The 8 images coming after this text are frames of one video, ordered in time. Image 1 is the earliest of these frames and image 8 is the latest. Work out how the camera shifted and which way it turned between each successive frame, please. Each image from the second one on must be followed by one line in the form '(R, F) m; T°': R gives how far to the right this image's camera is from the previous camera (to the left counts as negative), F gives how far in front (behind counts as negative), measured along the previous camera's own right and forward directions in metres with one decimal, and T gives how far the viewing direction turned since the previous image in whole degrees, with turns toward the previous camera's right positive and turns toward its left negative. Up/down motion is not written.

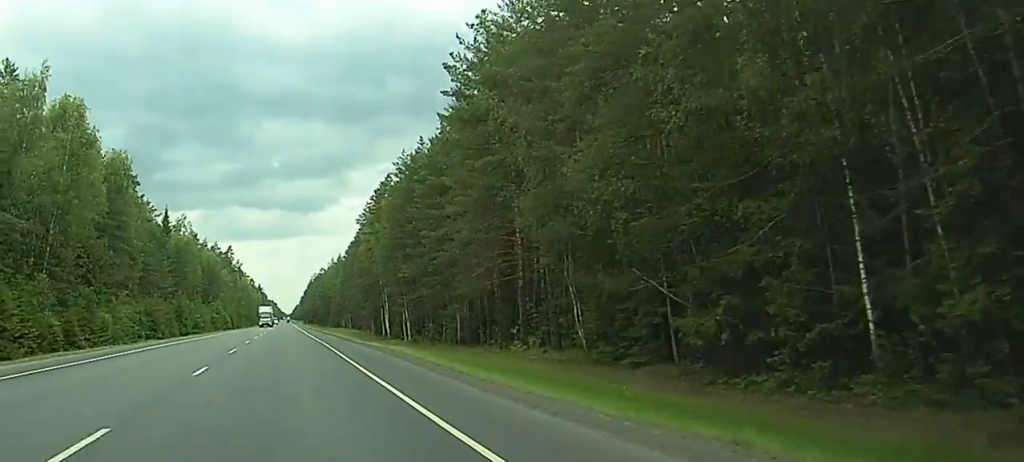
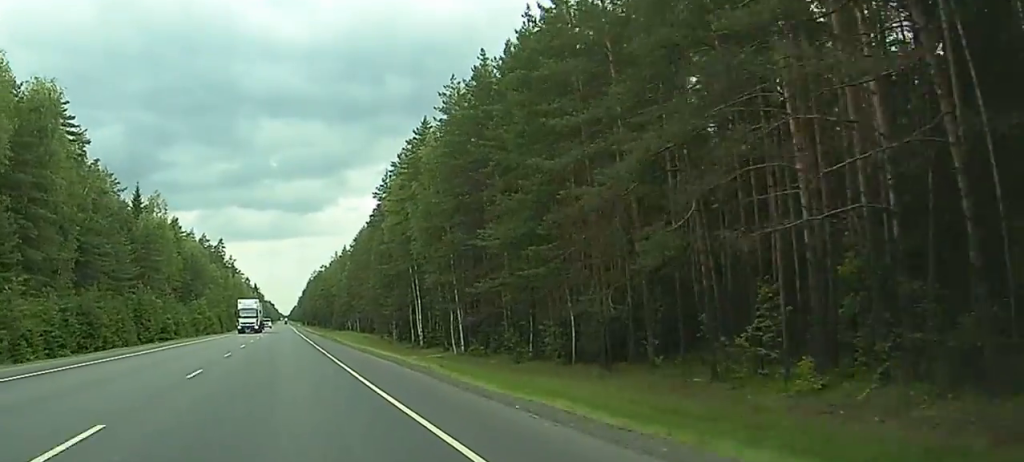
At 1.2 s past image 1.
(-0.2, +35.9) m; -1°
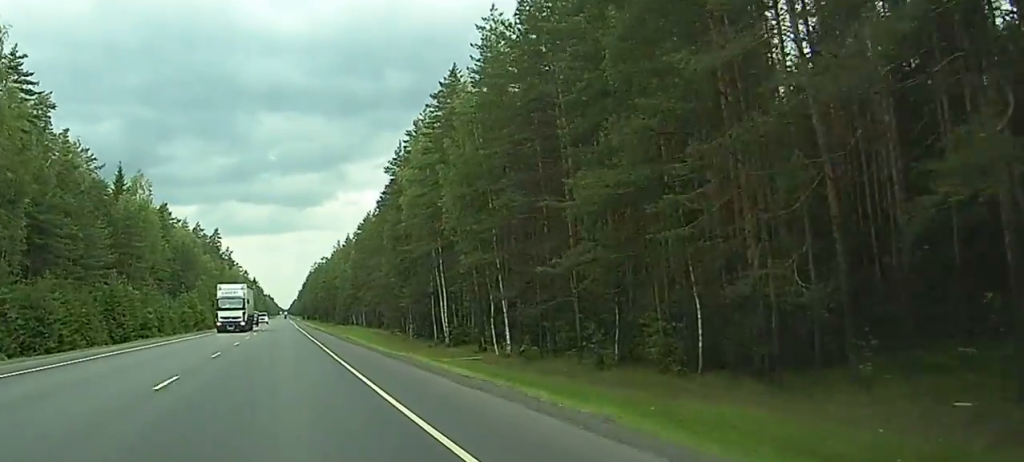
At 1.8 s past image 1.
(0.0, +16.4) m; 0°
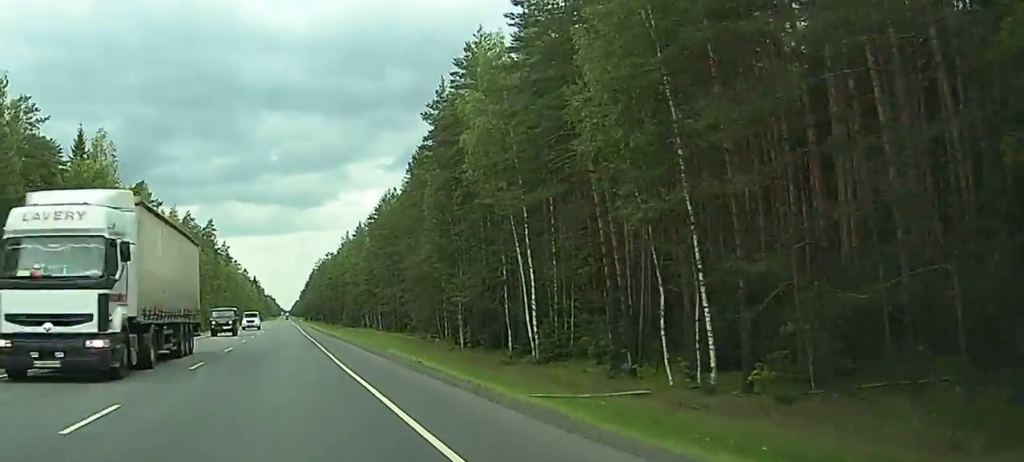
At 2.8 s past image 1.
(0.0, +29.9) m; 0°
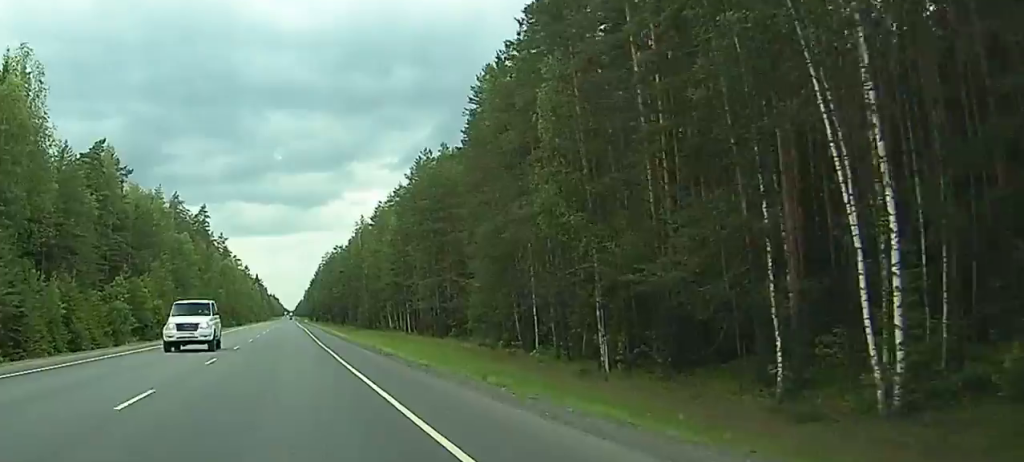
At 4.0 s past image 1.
(-0.1, +33.7) m; 0°
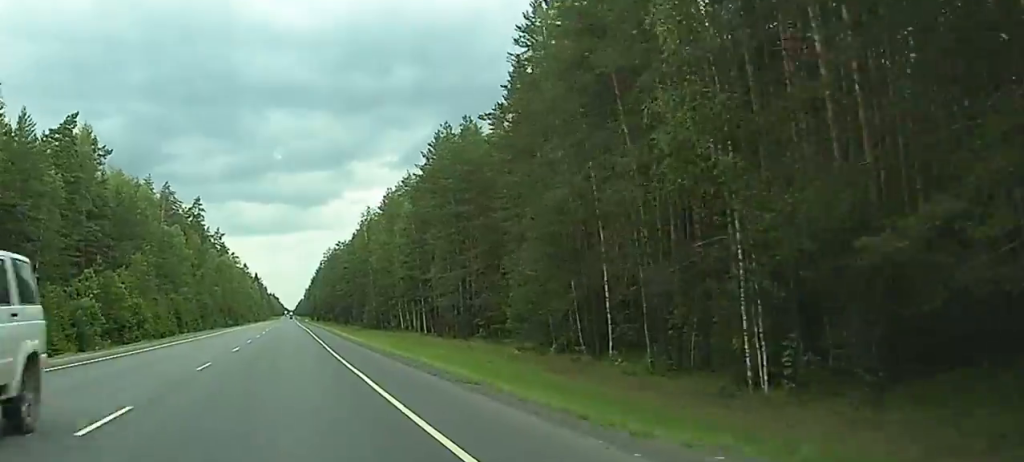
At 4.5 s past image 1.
(0.0, +14.4) m; 0°
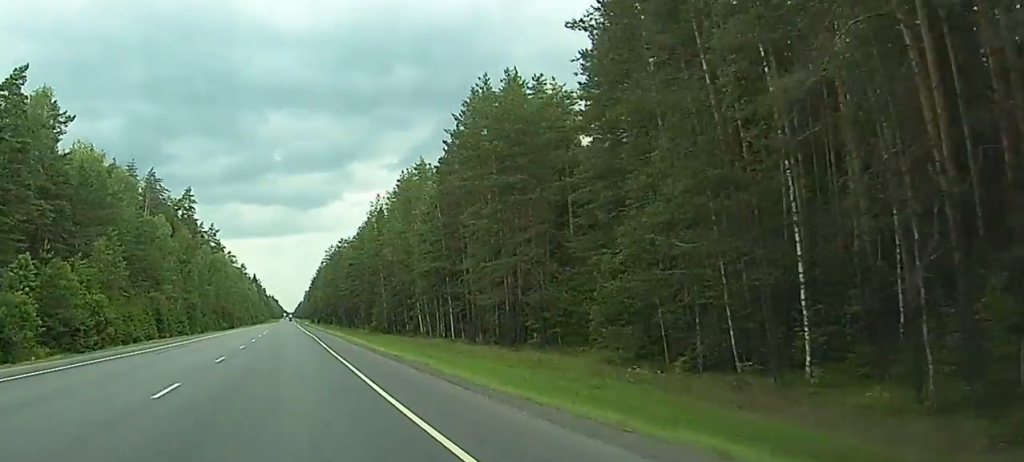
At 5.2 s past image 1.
(+0.1, +19.2) m; 0°
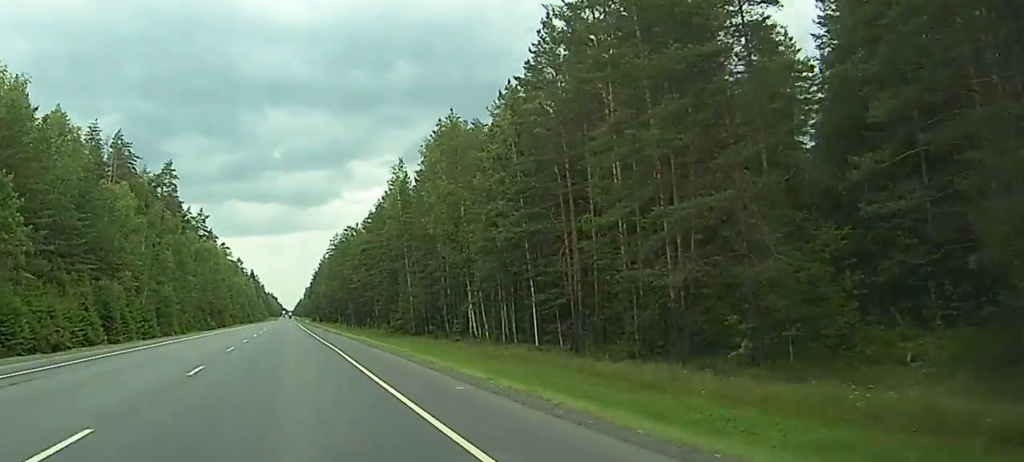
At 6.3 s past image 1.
(+0.1, +31.7) m; 0°
